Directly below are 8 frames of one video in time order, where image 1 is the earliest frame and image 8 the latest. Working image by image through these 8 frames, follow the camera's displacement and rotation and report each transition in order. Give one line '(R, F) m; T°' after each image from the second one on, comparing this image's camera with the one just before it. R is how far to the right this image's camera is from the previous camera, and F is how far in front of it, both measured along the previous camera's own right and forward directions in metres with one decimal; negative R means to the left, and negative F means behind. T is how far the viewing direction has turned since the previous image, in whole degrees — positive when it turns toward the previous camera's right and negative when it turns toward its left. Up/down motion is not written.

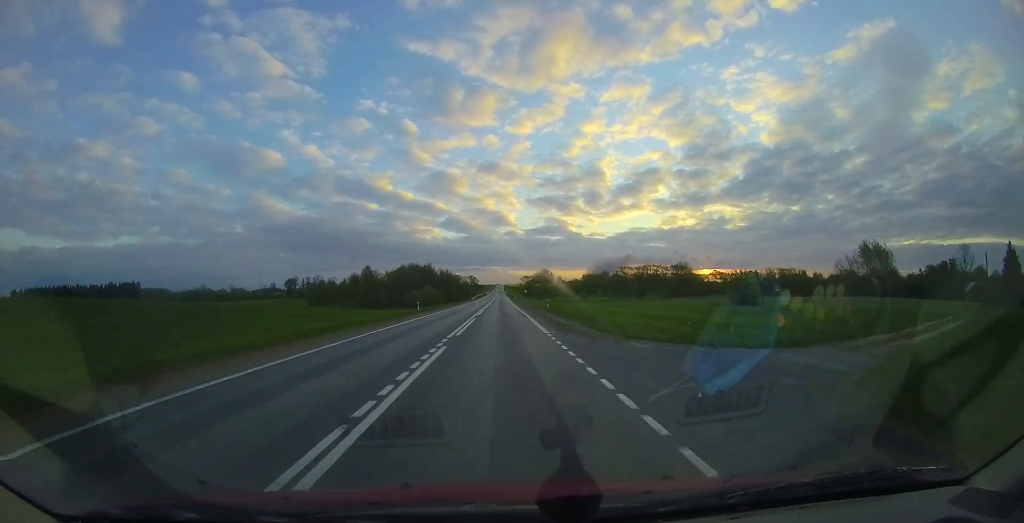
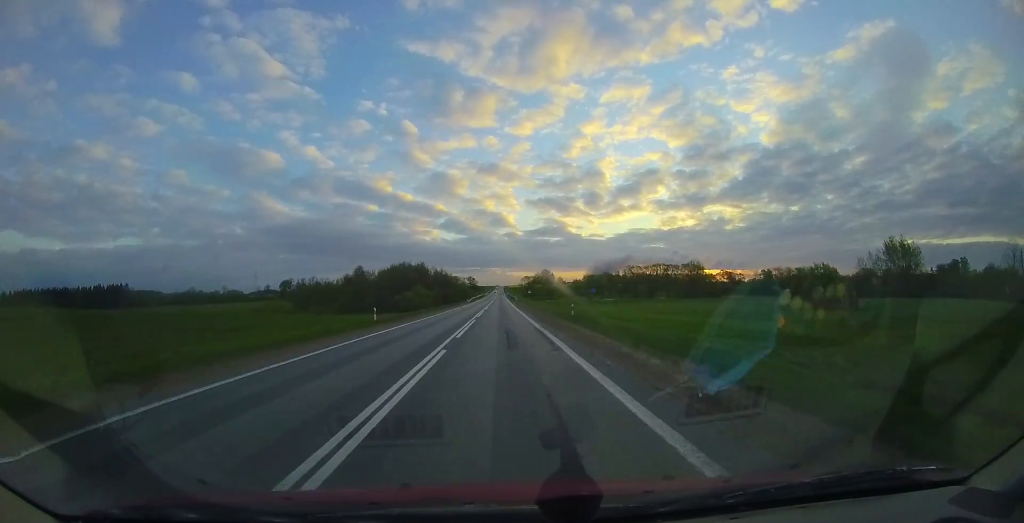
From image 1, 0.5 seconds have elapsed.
(+0.1, +12.0) m; 0°
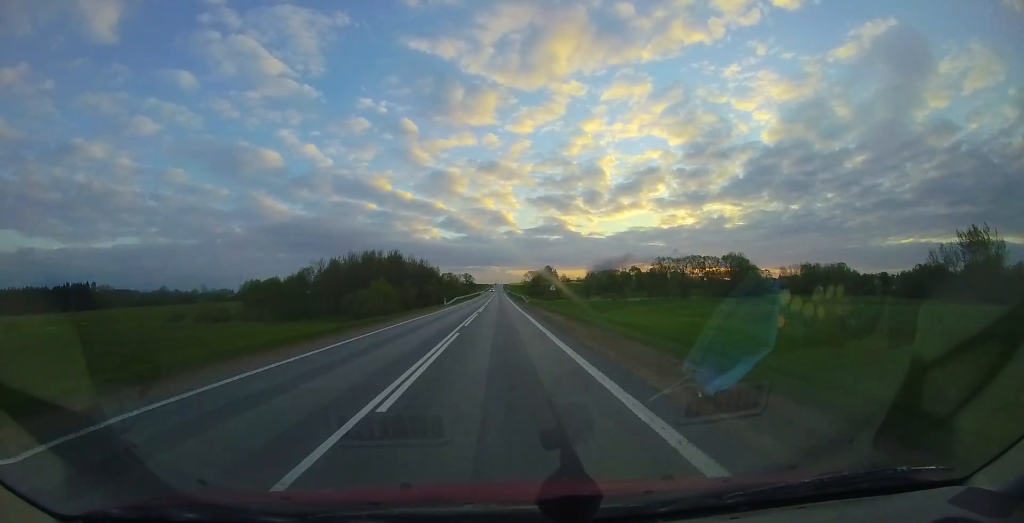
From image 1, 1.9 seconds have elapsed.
(0.0, +32.5) m; +1°
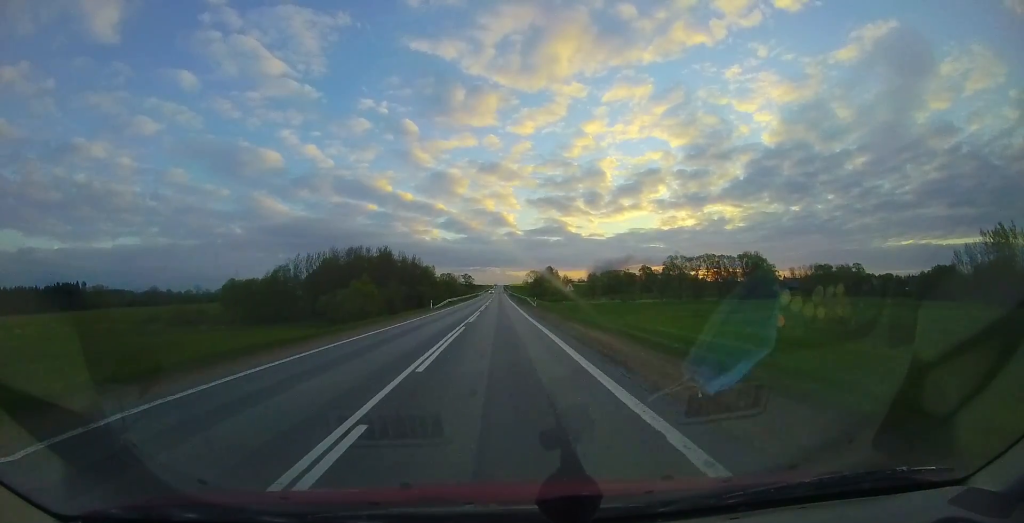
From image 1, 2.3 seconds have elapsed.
(+0.1, +9.6) m; +1°
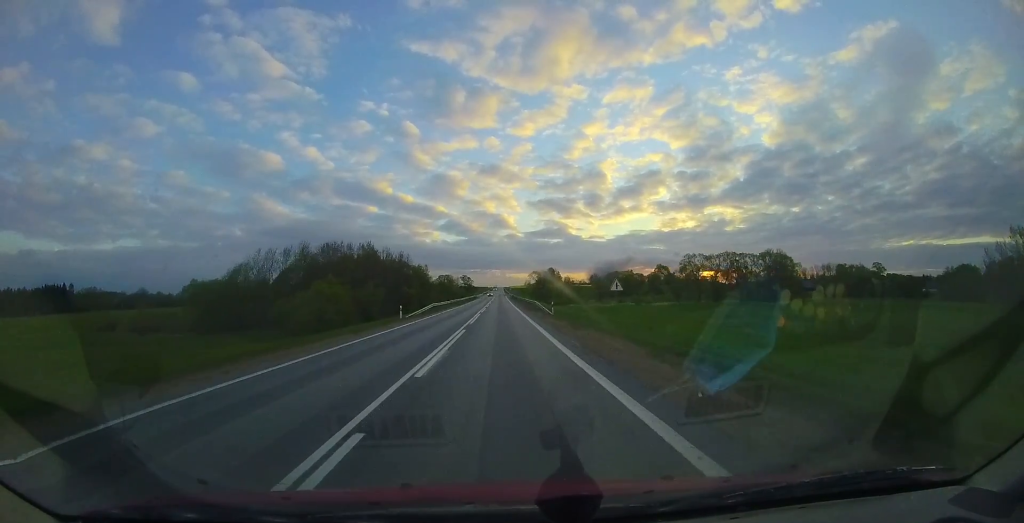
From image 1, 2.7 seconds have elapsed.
(+0.1, +11.7) m; 0°
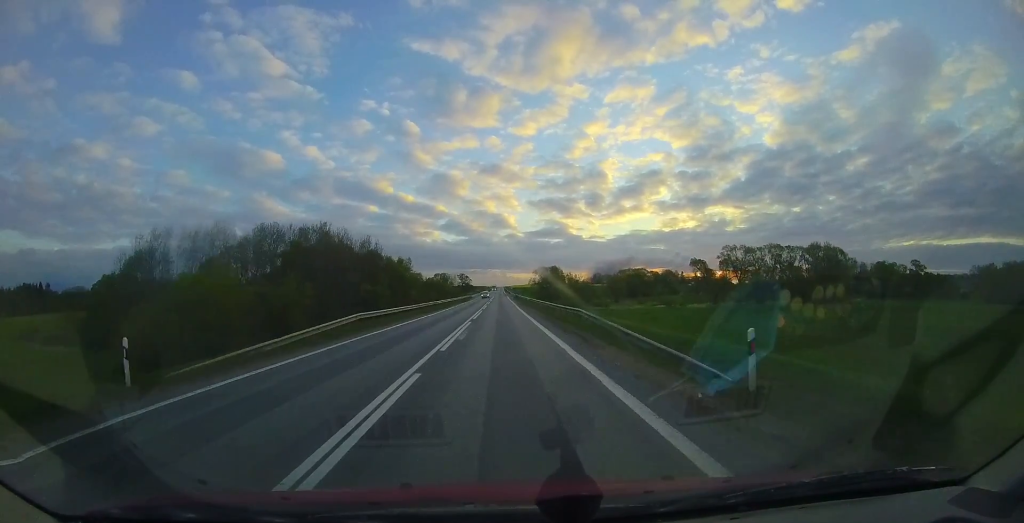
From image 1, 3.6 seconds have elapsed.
(0.0, +21.2) m; 0°
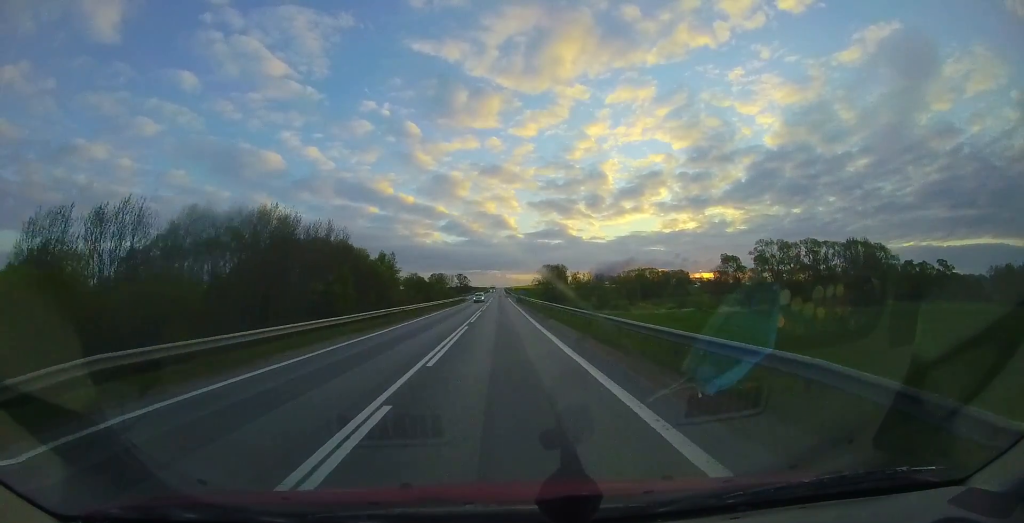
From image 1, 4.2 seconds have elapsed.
(0.0, +13.9) m; 0°
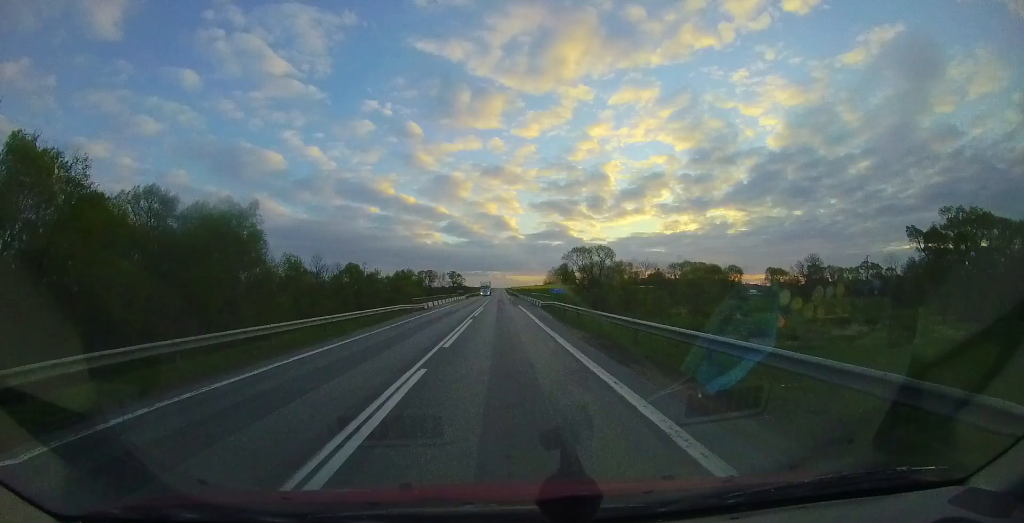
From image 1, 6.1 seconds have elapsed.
(-0.3, +45.9) m; 0°
